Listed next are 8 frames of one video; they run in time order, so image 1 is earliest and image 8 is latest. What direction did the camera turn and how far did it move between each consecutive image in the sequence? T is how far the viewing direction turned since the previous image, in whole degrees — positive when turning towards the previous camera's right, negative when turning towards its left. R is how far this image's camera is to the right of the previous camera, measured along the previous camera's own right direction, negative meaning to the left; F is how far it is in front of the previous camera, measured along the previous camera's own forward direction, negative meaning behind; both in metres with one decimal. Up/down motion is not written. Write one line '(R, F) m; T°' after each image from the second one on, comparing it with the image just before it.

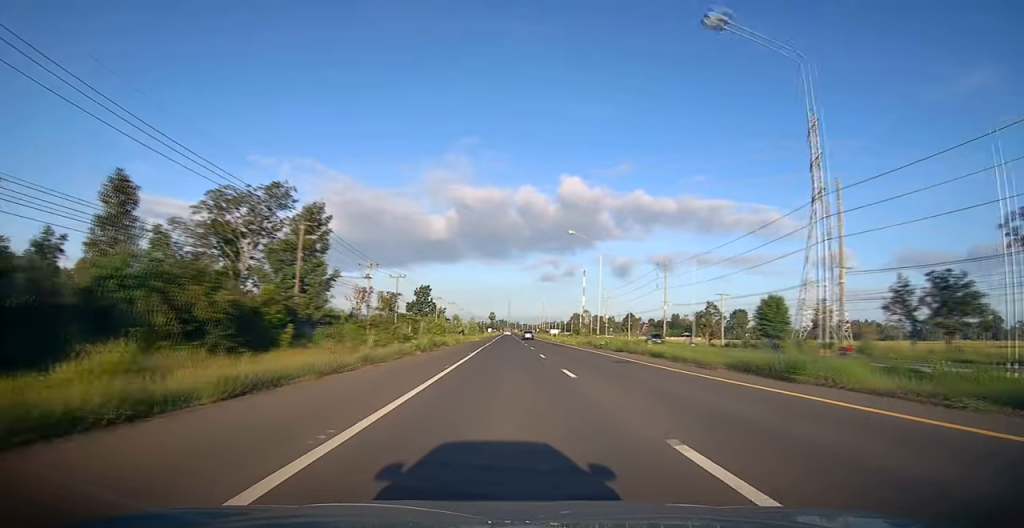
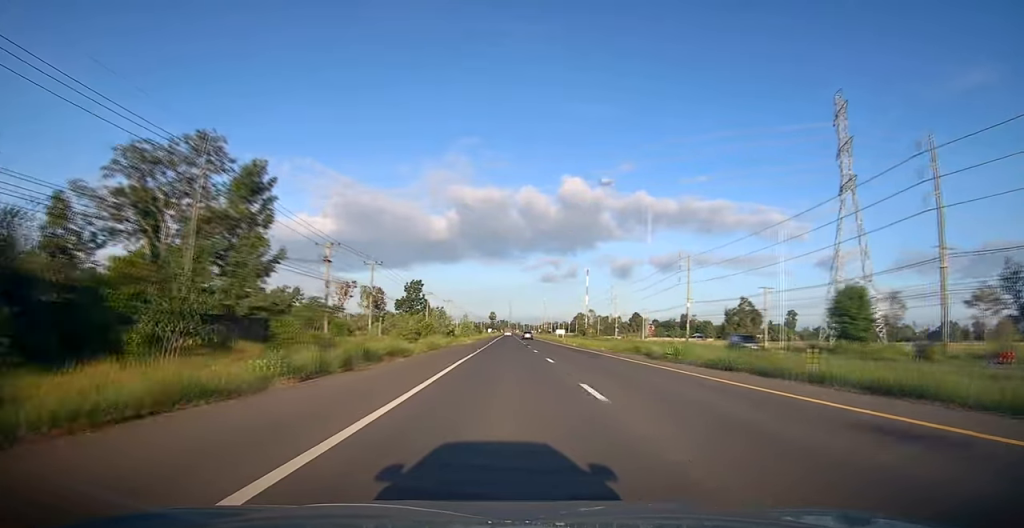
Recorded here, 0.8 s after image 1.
(-0.2, +16.9) m; 0°
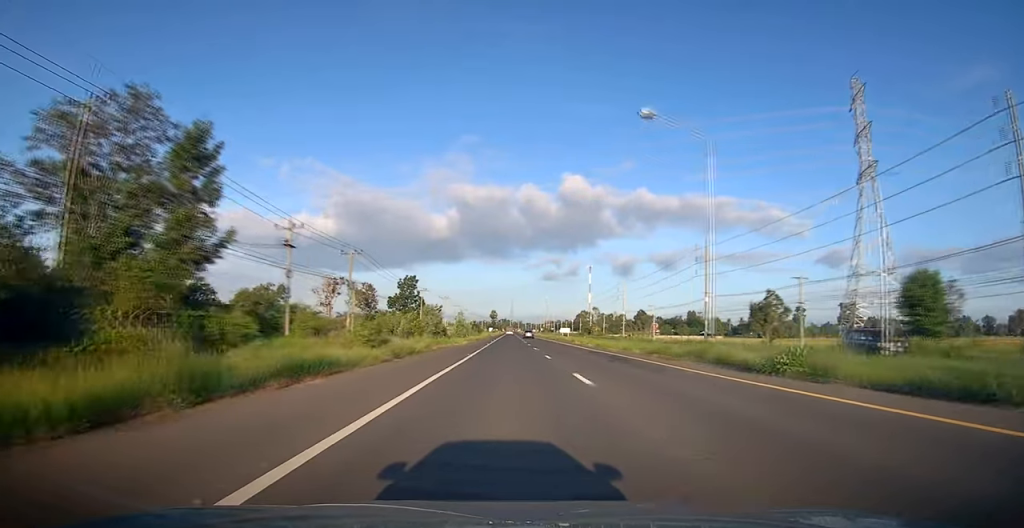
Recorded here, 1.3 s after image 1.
(0.0, +10.1) m; 0°
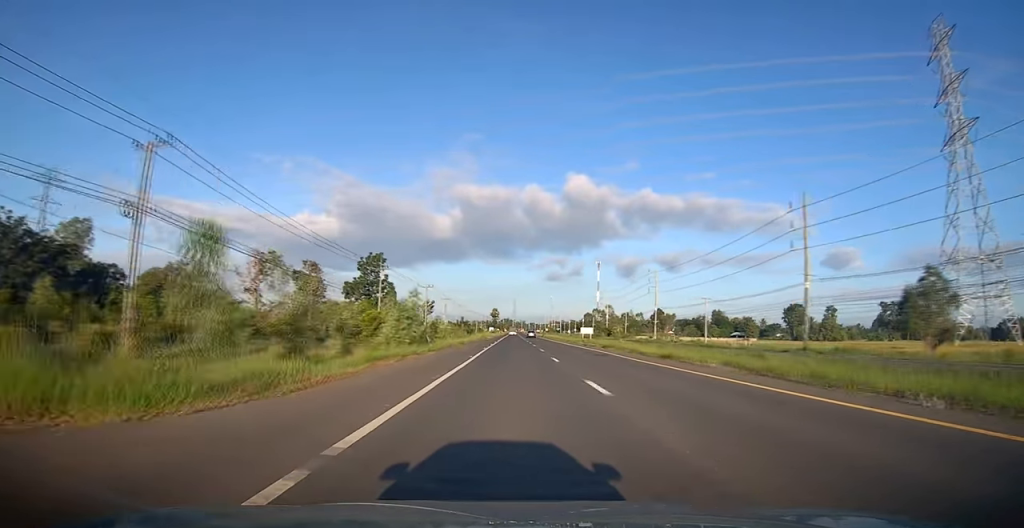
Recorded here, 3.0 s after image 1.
(+0.2, +36.9) m; 0°
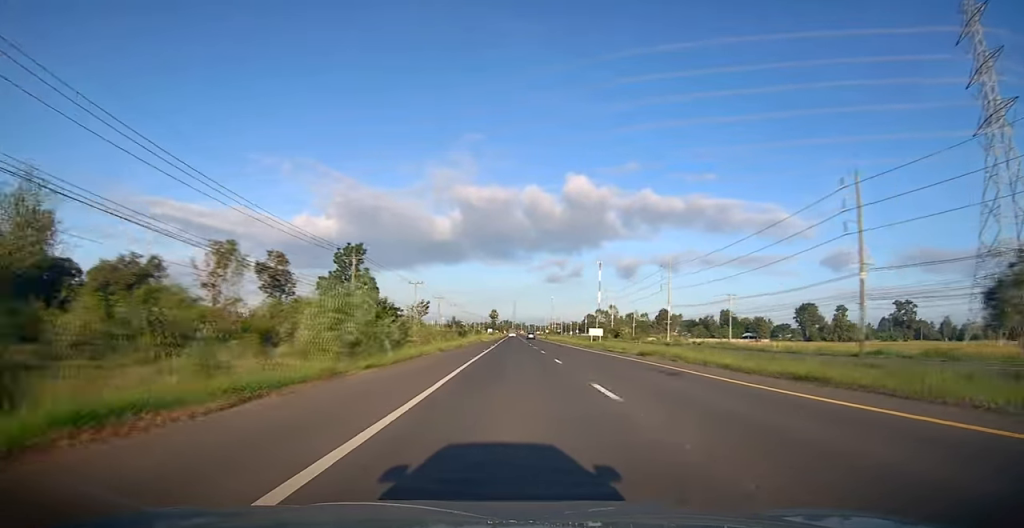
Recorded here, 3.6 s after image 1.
(-0.1, +12.6) m; 0°
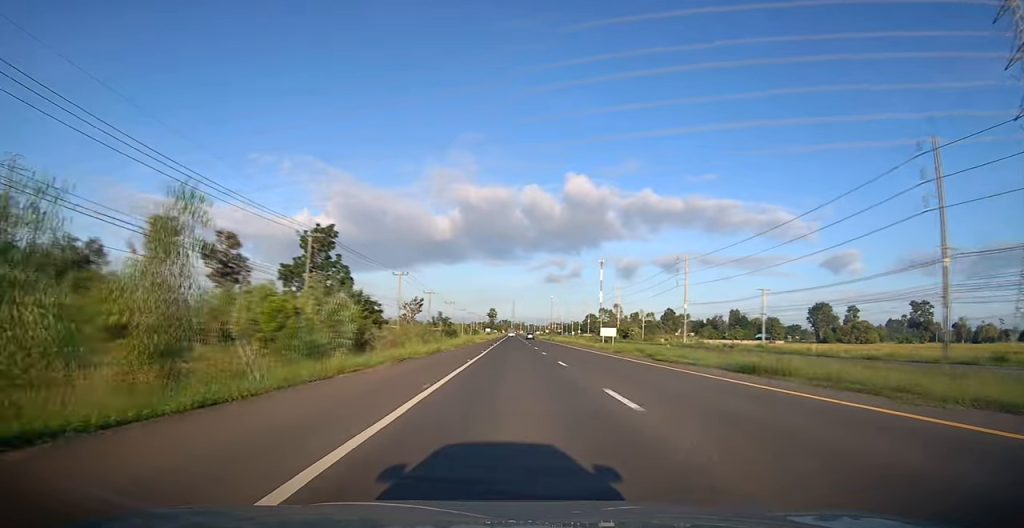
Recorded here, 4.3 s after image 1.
(0.0, +13.5) m; 0°
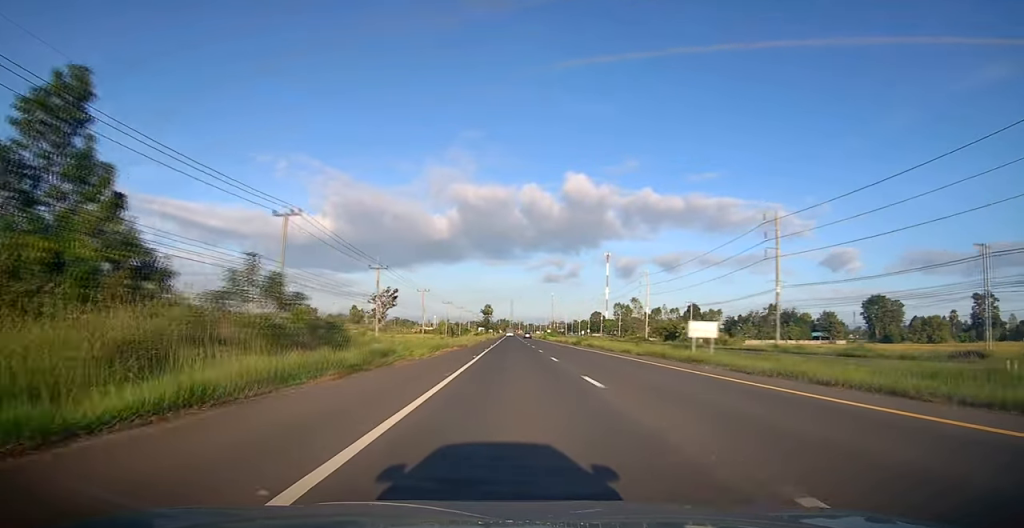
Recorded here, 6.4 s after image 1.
(+0.3, +43.9) m; +1°
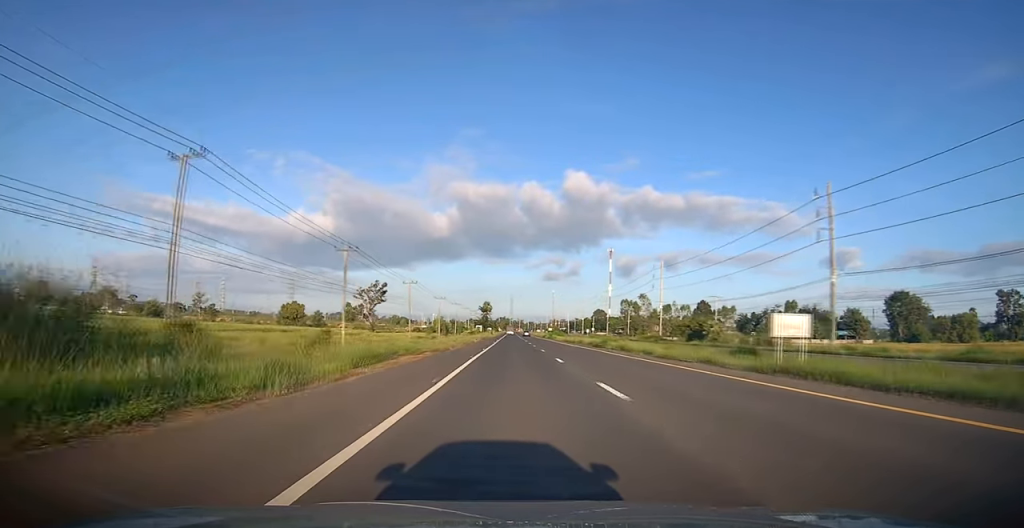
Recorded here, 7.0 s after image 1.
(+0.1, +14.4) m; 0°
